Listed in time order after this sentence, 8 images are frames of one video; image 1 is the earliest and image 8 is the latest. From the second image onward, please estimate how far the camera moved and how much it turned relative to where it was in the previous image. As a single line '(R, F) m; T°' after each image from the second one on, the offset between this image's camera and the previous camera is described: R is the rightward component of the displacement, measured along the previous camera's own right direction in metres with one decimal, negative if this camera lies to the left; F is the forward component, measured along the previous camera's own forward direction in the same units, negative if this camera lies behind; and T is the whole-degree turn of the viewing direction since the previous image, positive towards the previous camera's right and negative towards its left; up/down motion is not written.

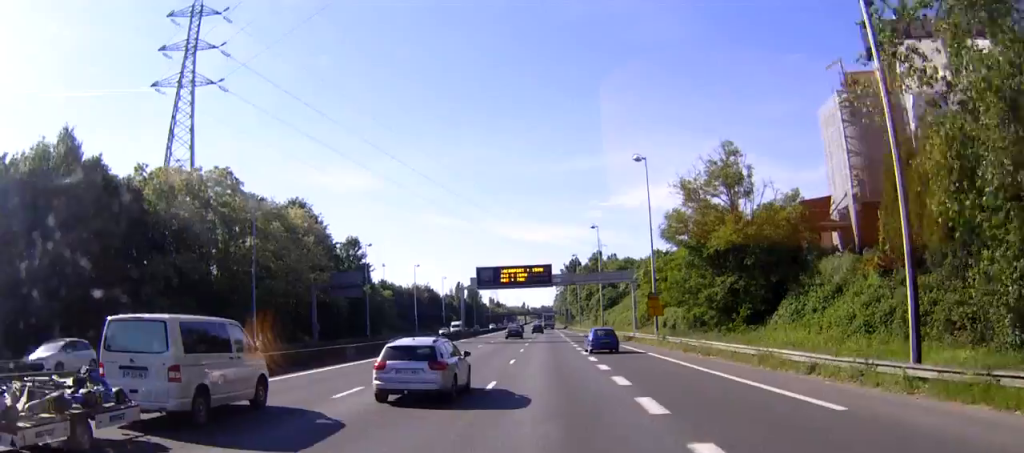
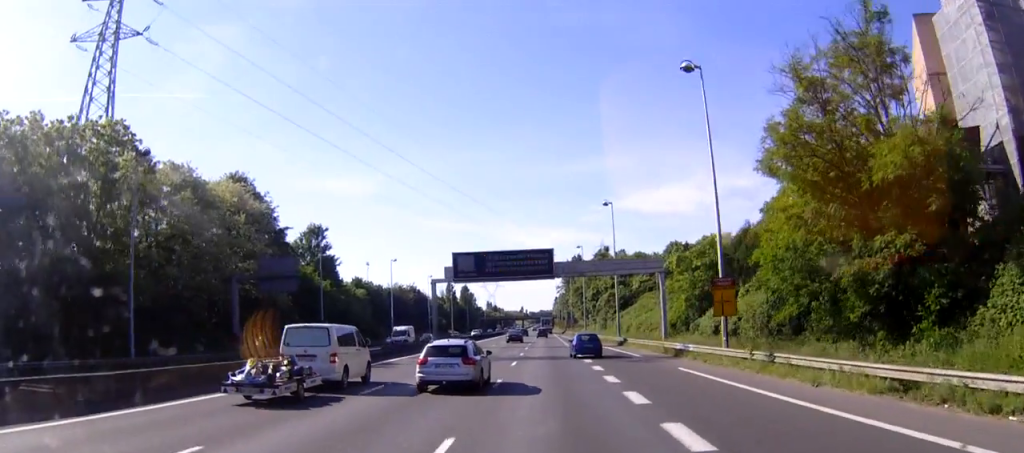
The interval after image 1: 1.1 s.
(0.0, +23.2) m; 0°
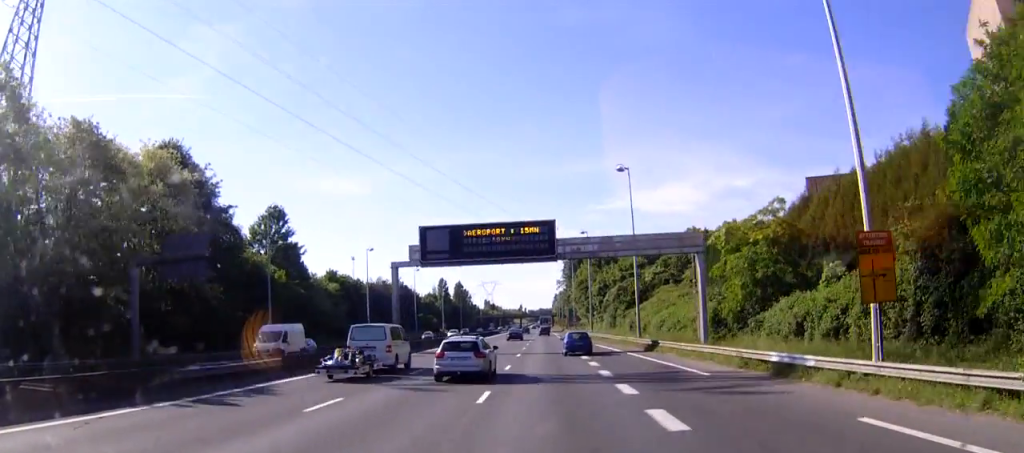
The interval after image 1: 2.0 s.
(0.0, +17.7) m; 0°
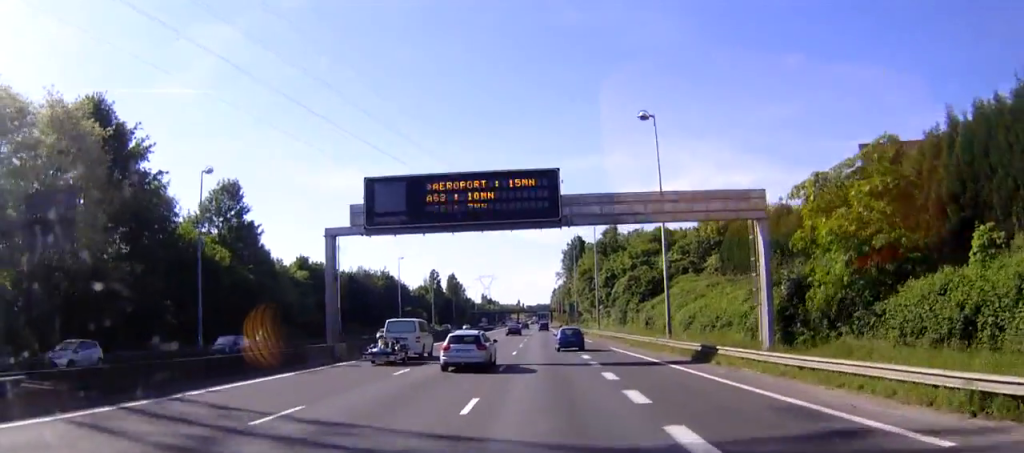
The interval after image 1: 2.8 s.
(0.0, +15.6) m; 0°
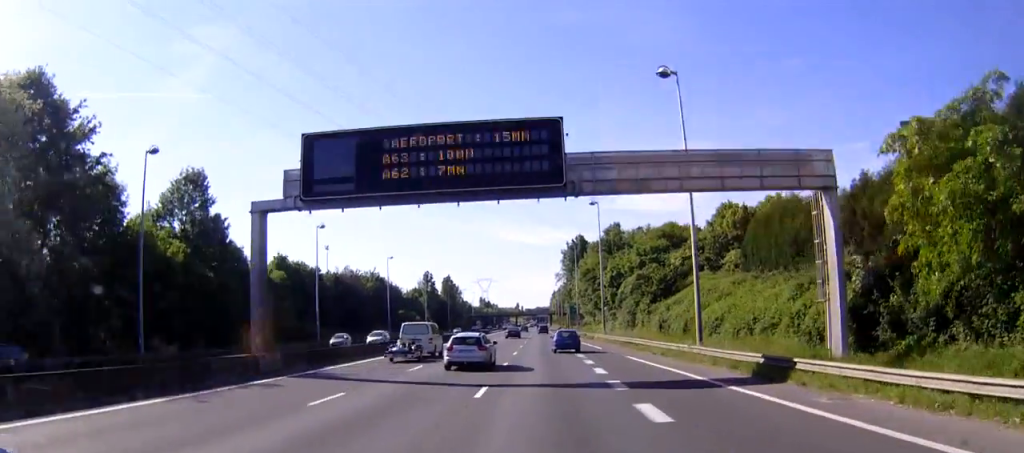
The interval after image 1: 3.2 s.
(0.0, +9.5) m; 0°
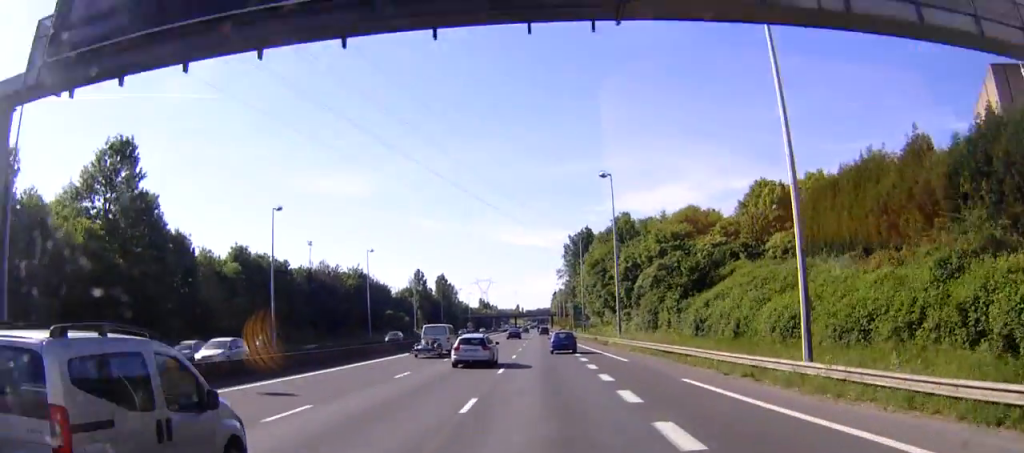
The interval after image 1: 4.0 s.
(0.0, +15.7) m; 0°
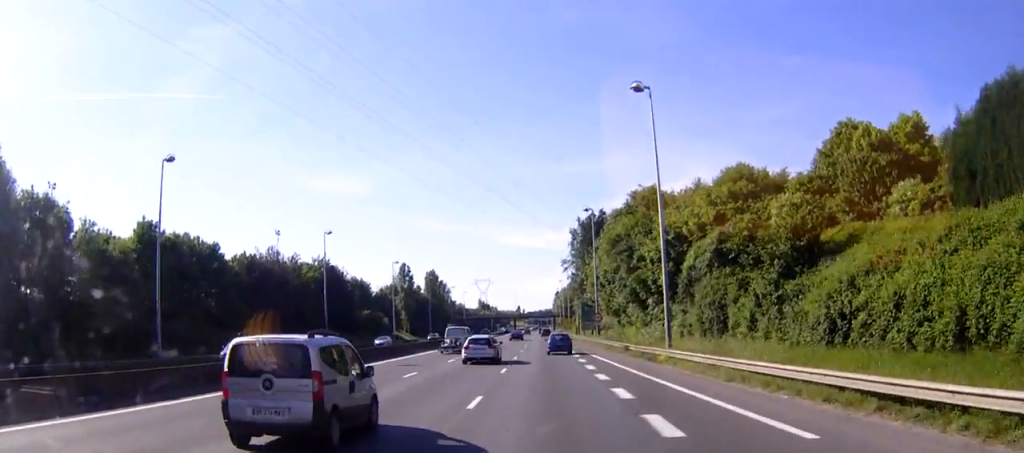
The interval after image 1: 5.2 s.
(+0.1, +24.6) m; 0°
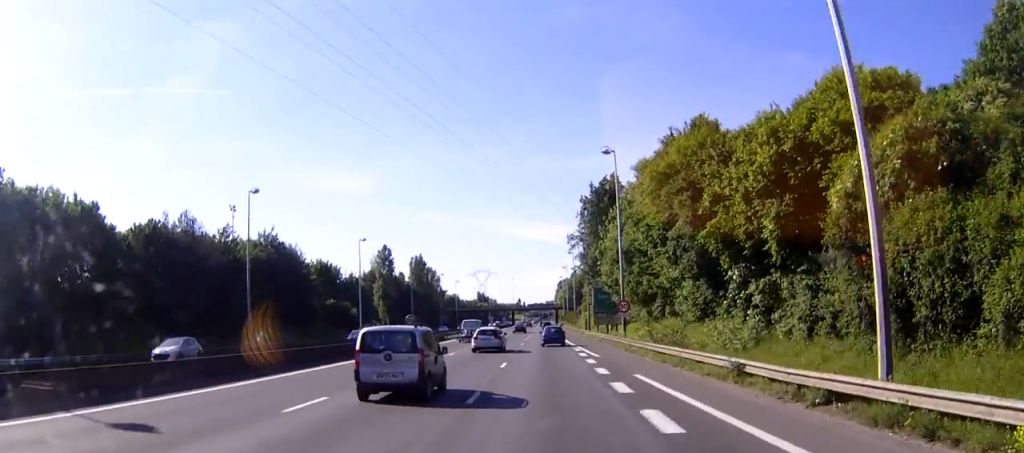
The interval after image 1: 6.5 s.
(-0.2, +26.0) m; -1°
